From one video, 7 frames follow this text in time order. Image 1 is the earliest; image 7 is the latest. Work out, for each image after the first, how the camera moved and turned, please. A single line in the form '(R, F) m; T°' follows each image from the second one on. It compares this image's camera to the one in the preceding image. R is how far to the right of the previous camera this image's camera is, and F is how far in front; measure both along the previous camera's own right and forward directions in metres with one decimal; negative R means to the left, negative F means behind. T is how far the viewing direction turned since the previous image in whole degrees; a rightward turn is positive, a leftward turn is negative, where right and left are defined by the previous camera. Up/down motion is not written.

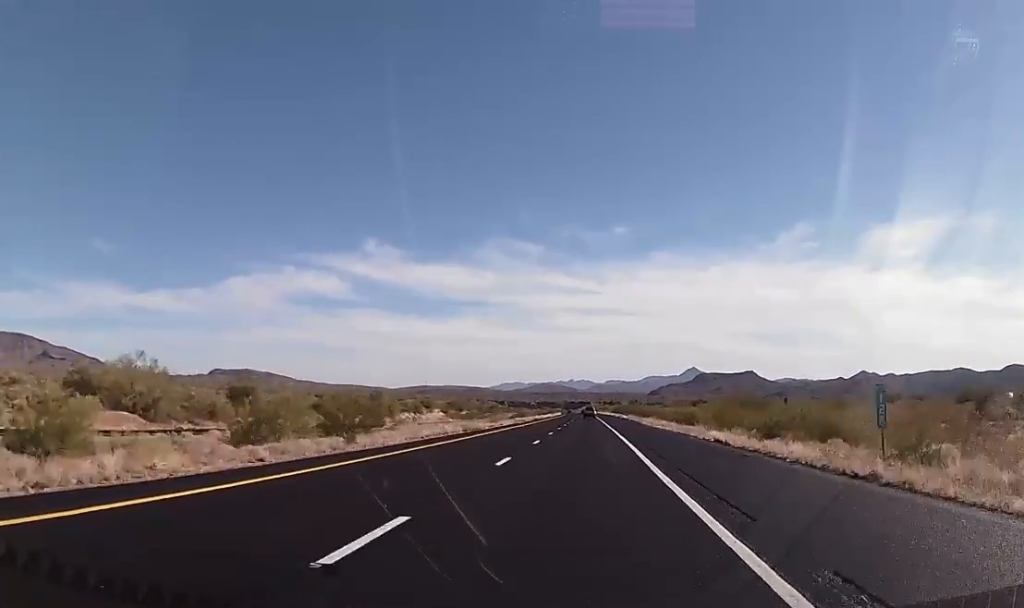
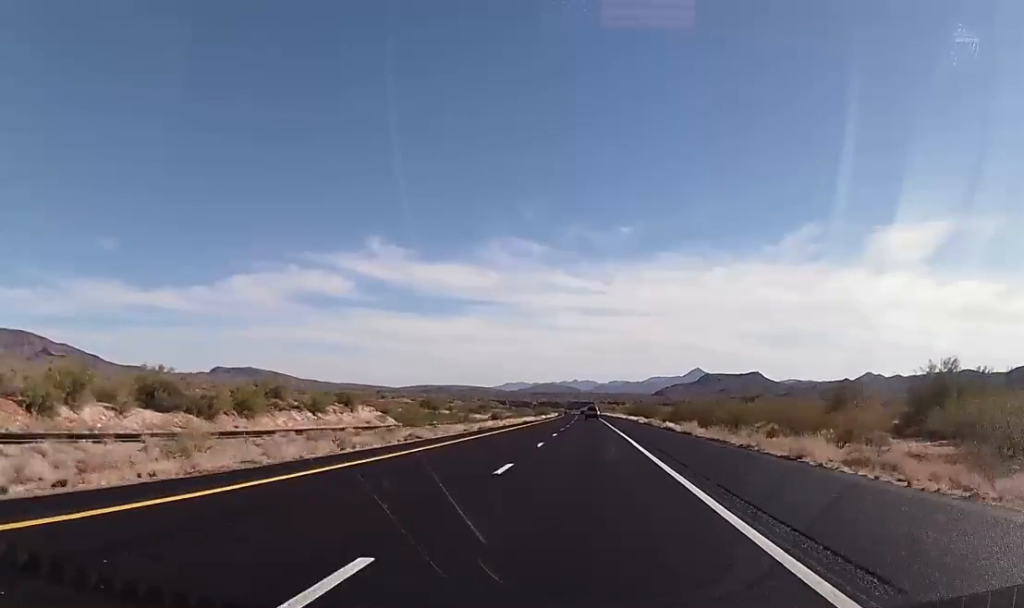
(0.0, +63.0) m; 0°
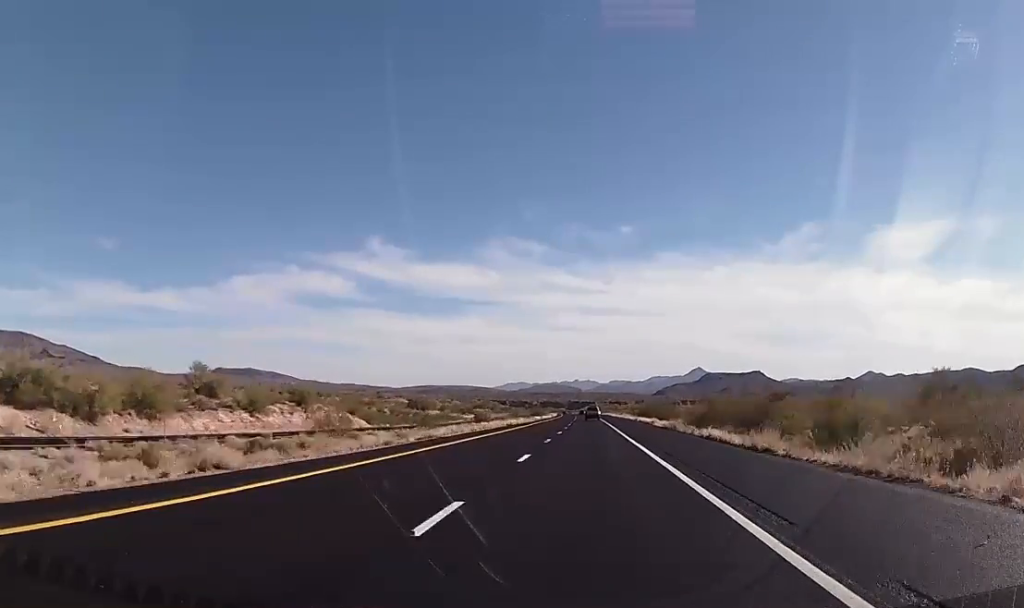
(-0.1, +20.1) m; 0°
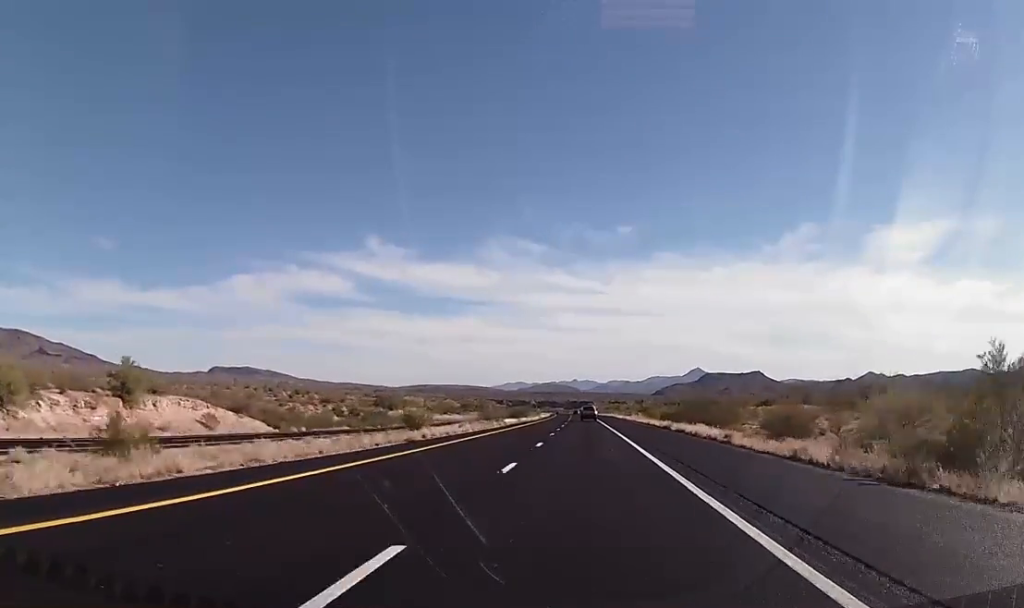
(+0.1, +40.2) m; 0°
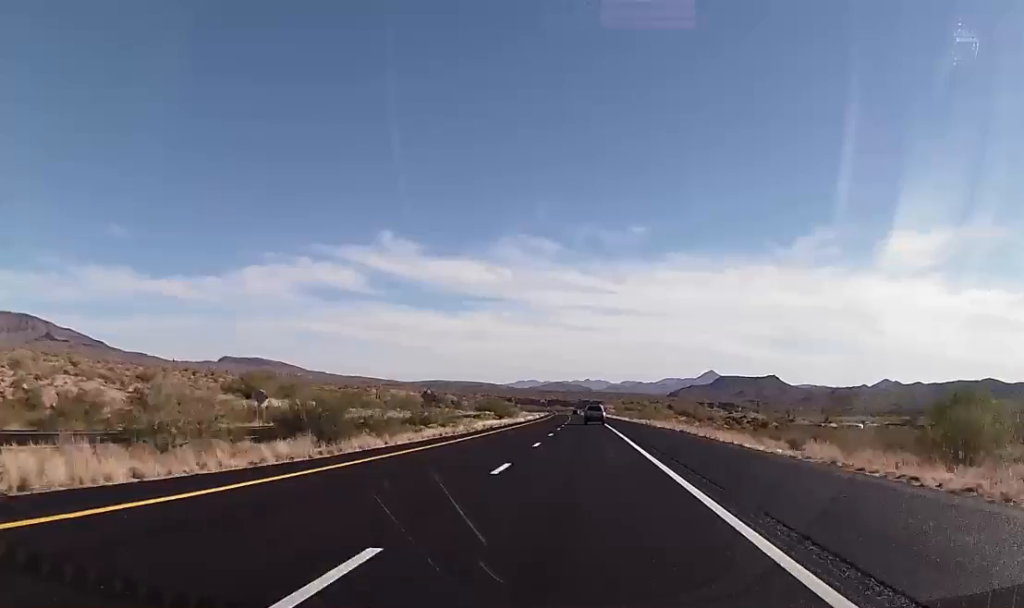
(-0.4, +97.0) m; 0°
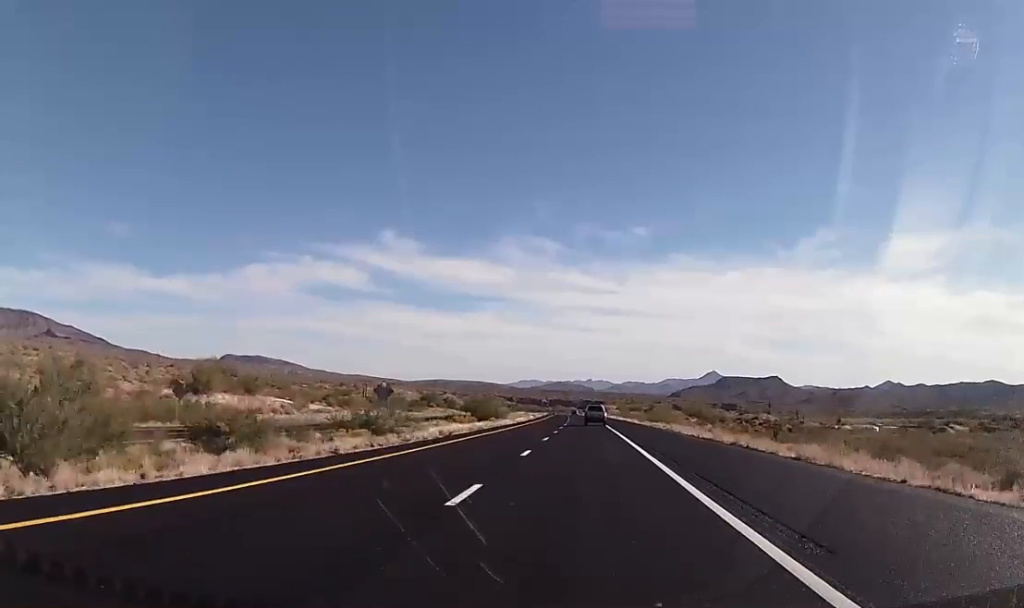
(+0.2, +17.6) m; -1°
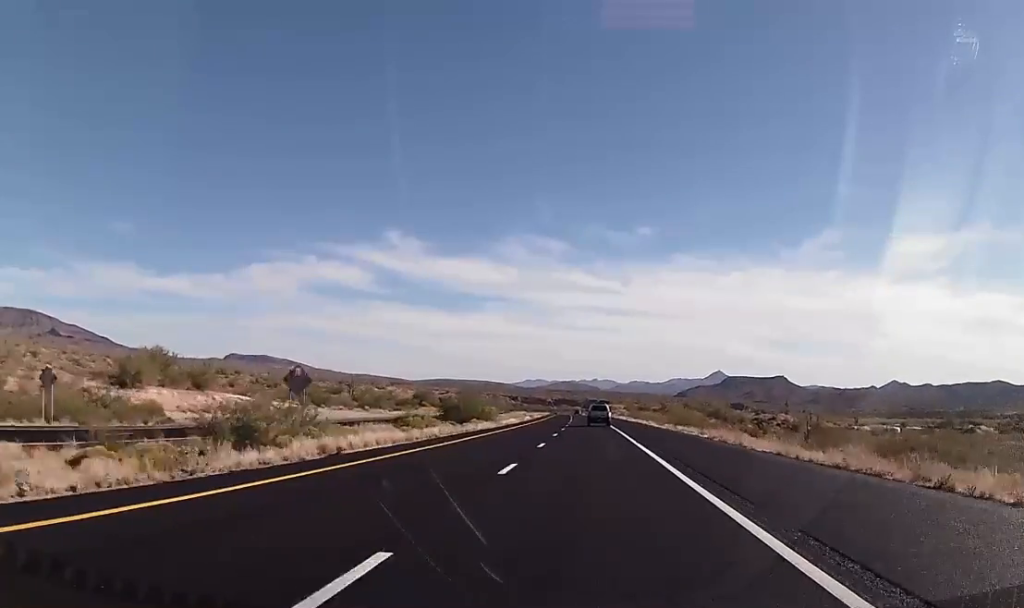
(0.0, +18.9) m; -1°
